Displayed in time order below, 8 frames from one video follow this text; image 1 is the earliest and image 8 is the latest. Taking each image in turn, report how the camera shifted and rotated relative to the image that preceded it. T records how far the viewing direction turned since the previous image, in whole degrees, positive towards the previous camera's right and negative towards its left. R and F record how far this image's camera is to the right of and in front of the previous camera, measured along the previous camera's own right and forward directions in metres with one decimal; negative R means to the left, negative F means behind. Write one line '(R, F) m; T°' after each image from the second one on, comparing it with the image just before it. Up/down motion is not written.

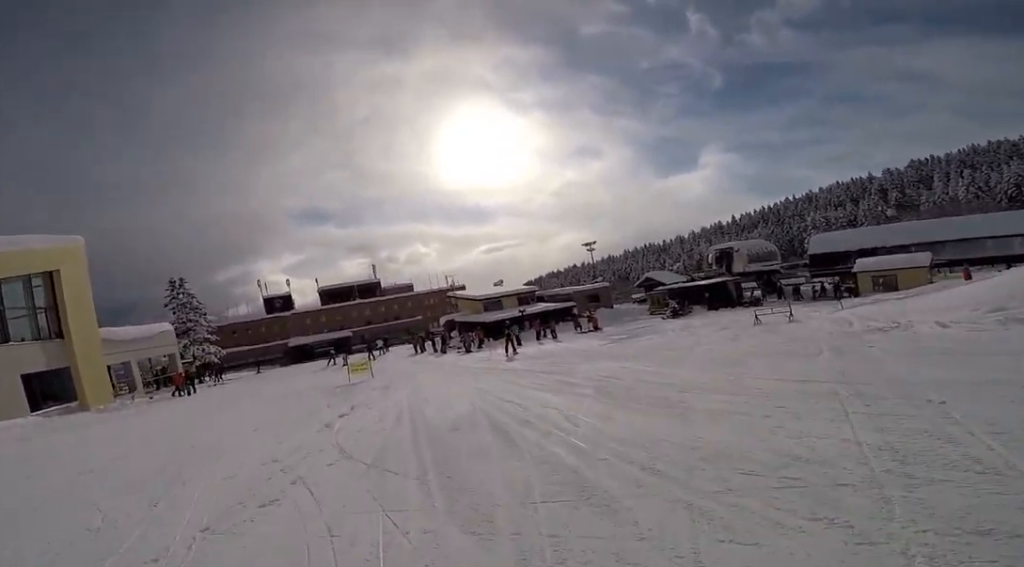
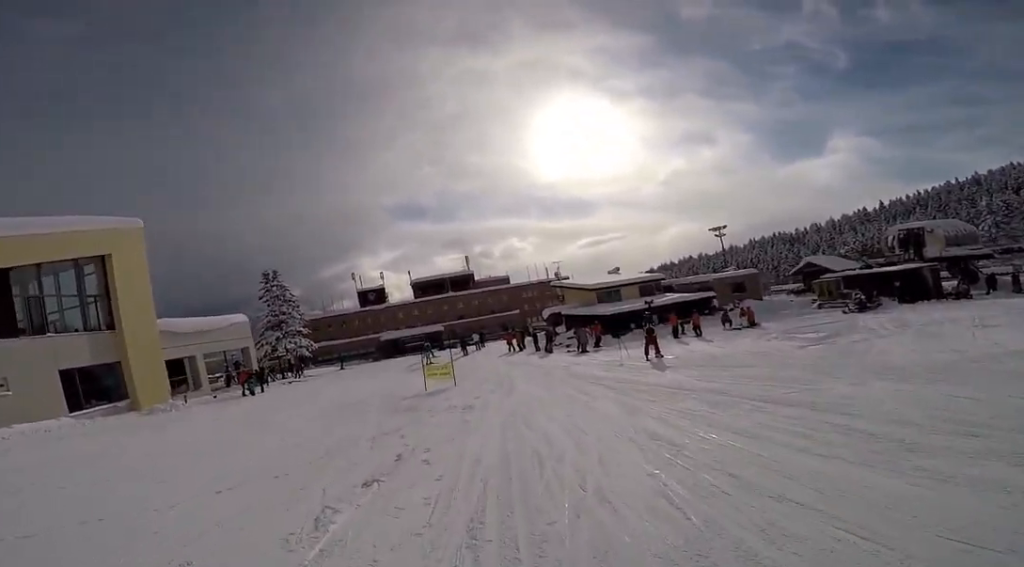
(+0.5, +6.1) m; +2°
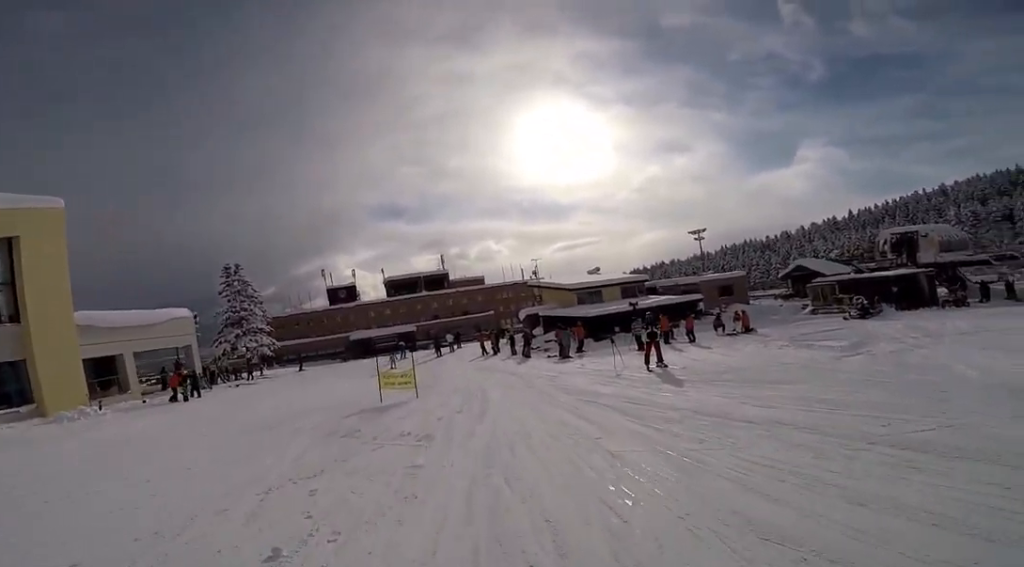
(+0.2, +3.6) m; -4°
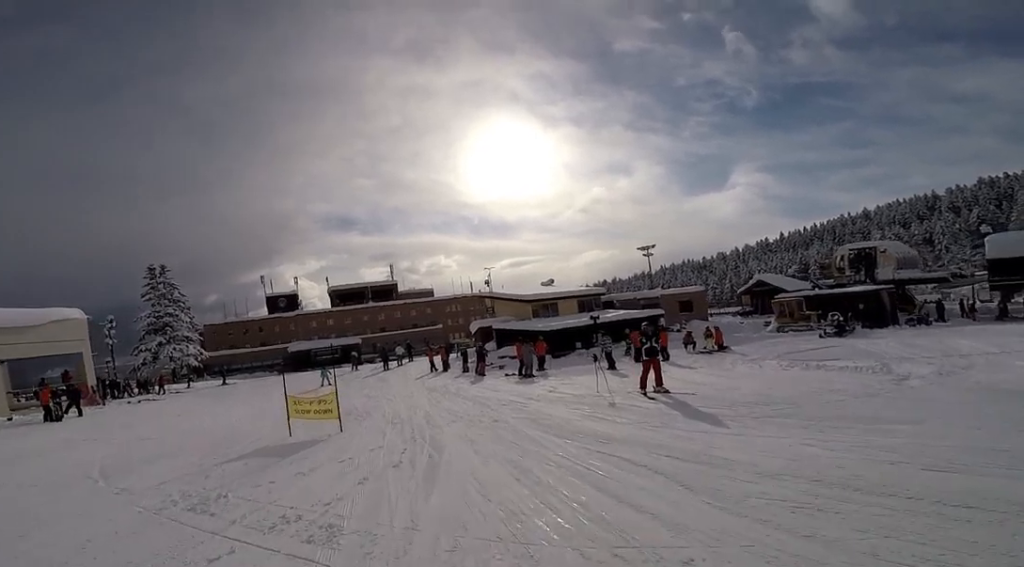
(-0.4, +4.0) m; +2°
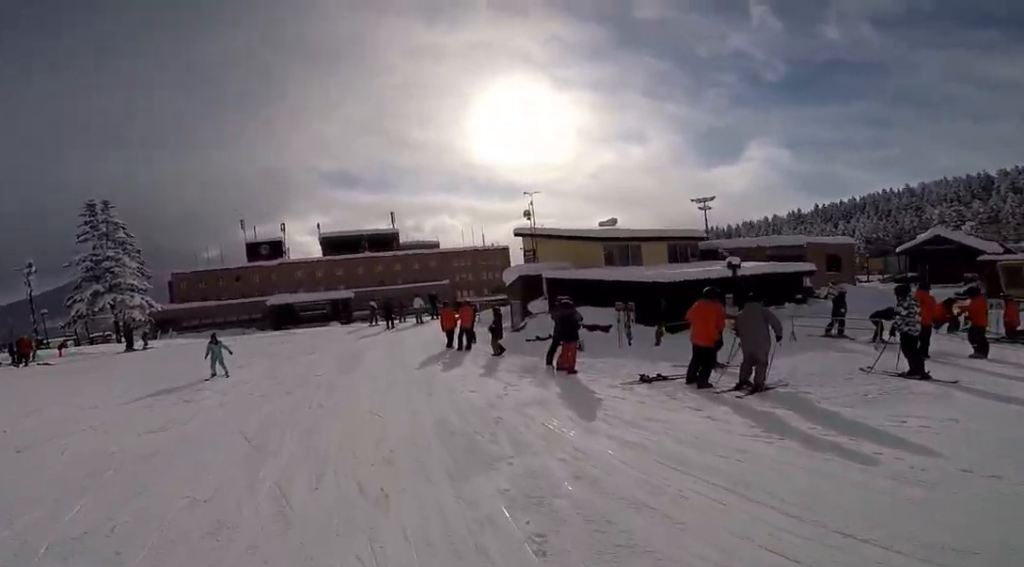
(+0.5, +12.7) m; -4°
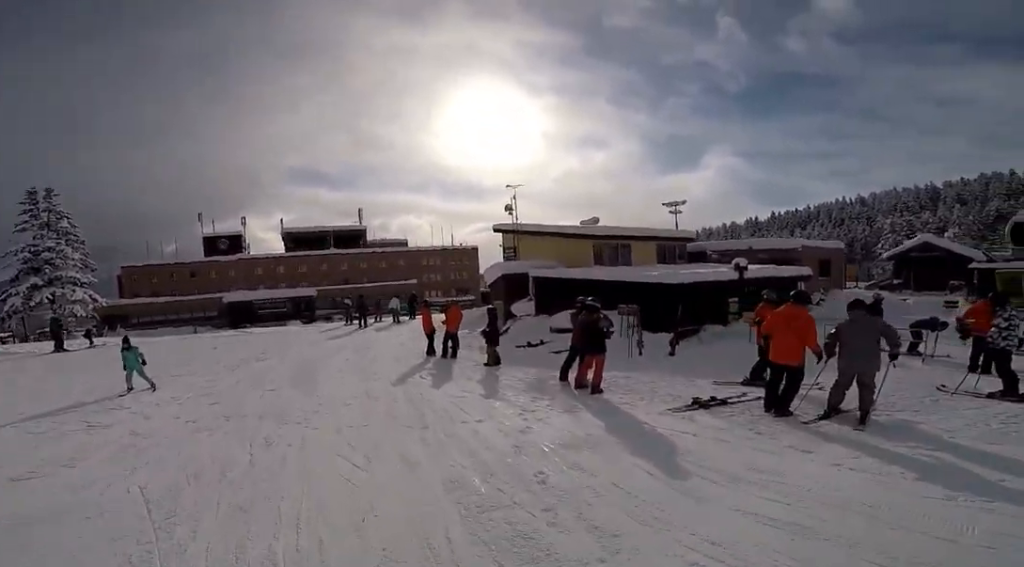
(0.0, +2.3) m; -2°
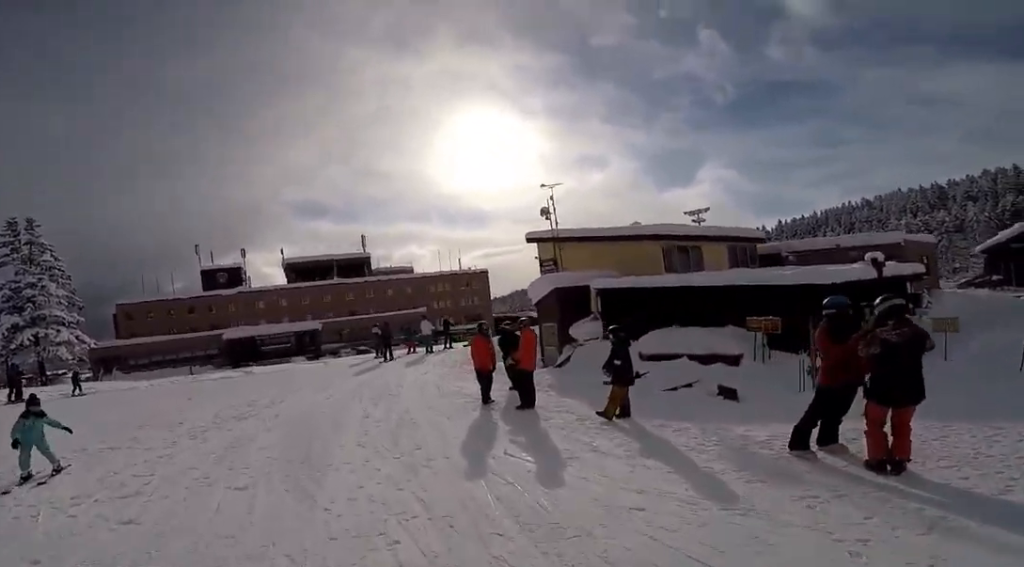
(+0.3, +4.3) m; -1°
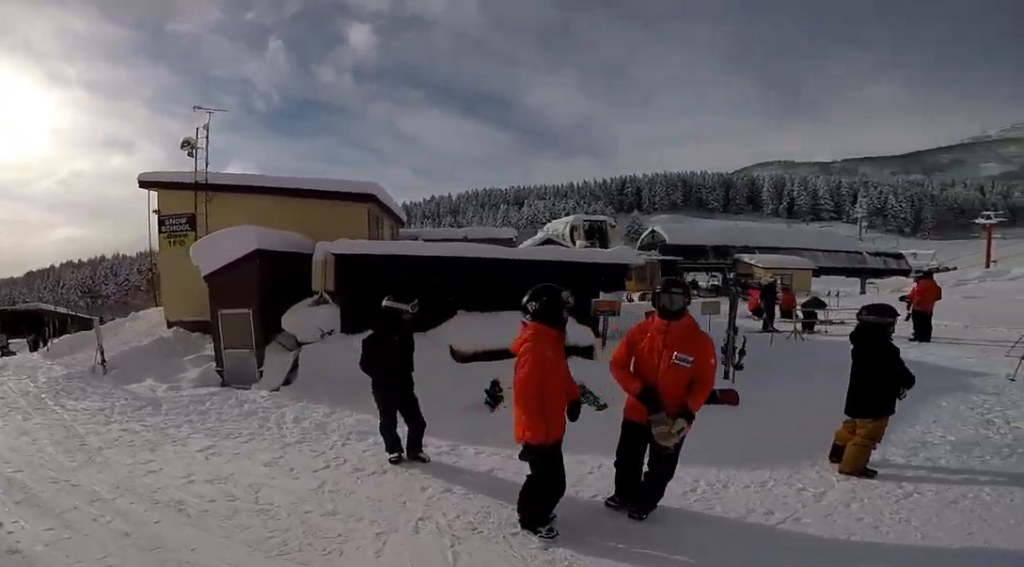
(+0.2, +7.9) m; +11°
